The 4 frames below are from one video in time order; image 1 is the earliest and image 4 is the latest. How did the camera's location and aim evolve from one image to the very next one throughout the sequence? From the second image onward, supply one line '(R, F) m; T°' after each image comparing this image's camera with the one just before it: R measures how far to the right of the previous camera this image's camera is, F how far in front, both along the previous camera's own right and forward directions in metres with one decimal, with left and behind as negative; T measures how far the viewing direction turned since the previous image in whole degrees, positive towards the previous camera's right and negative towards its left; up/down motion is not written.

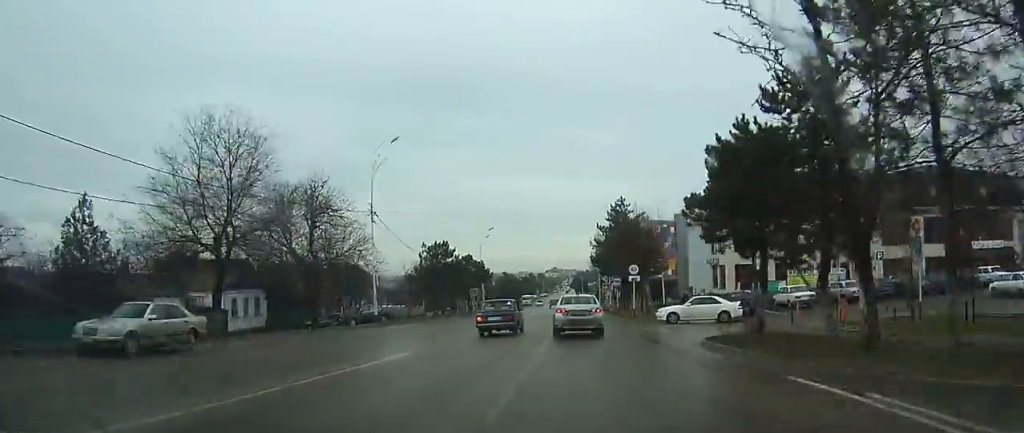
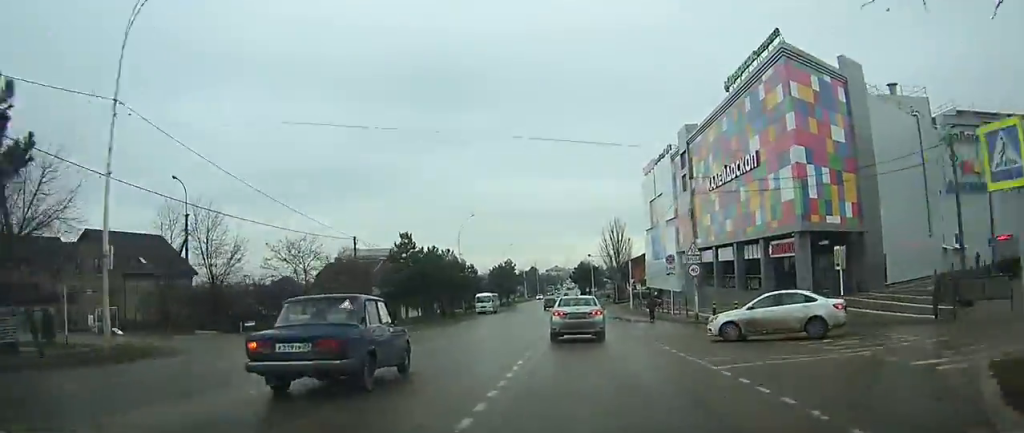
(-0.5, +72.1) m; -1°
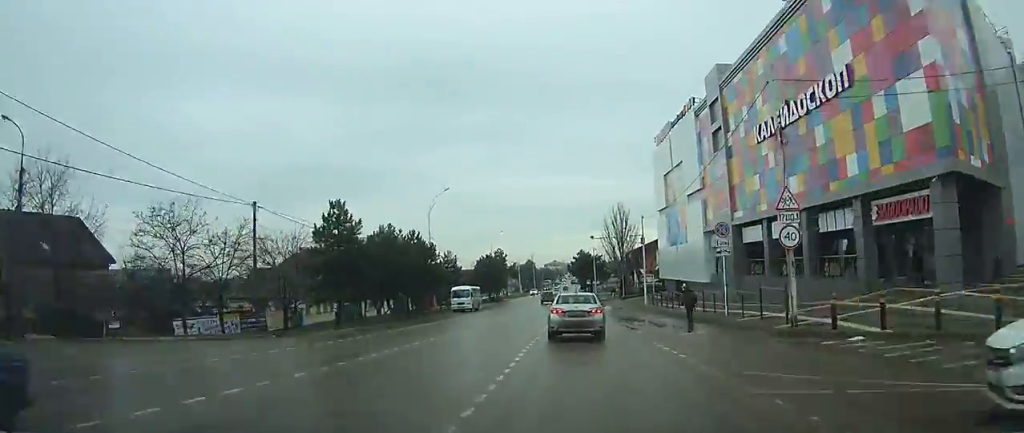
(-0.1, +14.0) m; 0°
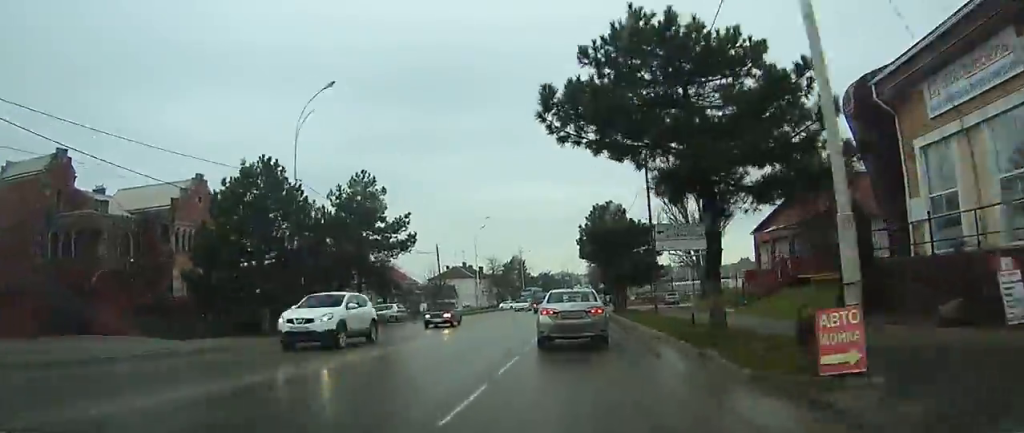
(+0.5, +72.4) m; +1°
